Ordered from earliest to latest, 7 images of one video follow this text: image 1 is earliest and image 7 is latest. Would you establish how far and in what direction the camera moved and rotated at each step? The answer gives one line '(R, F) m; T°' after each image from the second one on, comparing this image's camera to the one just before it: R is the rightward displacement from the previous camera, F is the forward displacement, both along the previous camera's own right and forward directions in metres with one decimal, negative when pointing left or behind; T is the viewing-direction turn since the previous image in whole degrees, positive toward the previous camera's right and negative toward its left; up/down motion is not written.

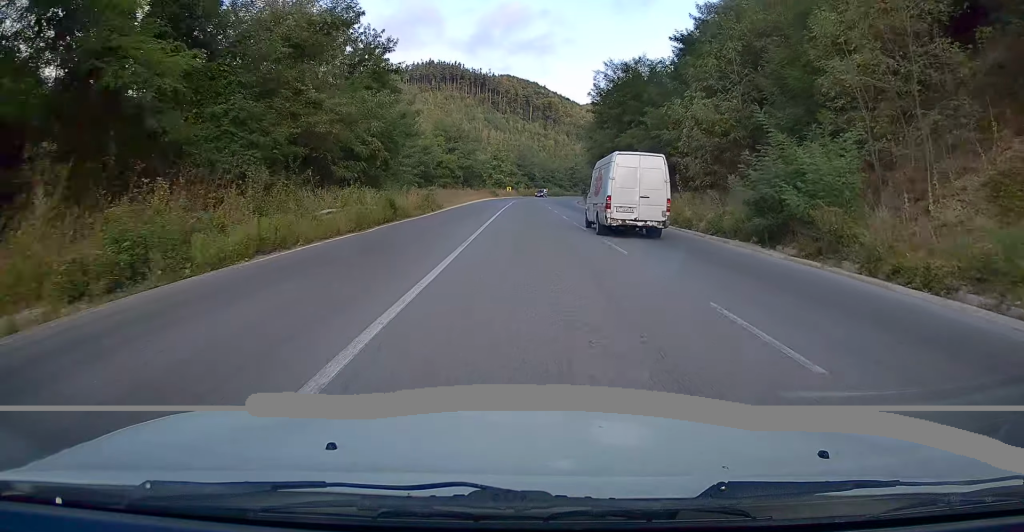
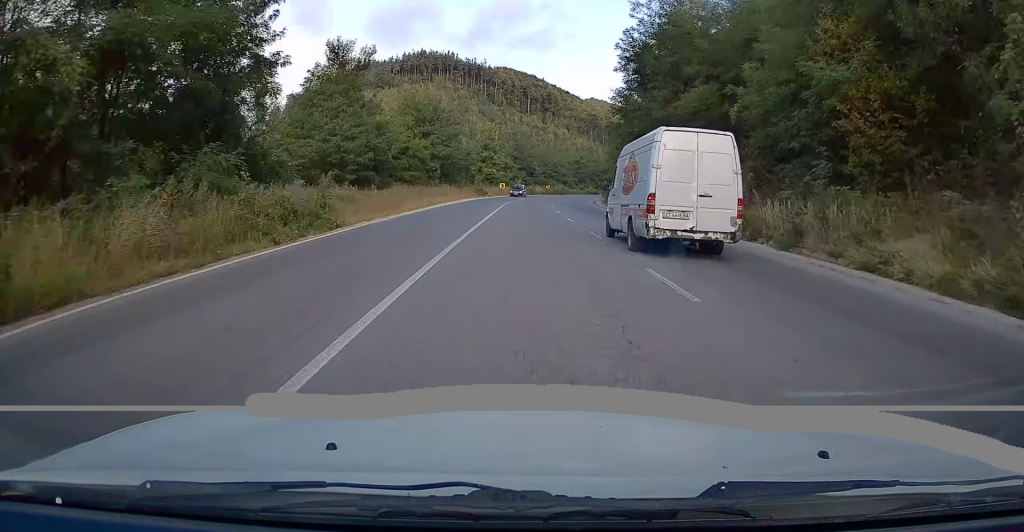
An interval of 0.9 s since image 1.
(+0.1, +24.0) m; 0°
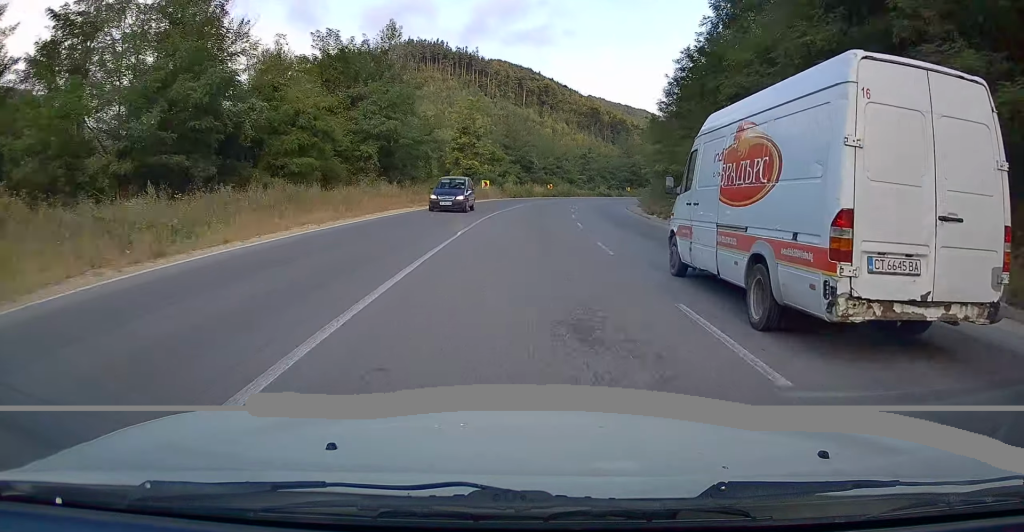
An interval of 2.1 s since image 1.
(-0.3, +31.0) m; 0°
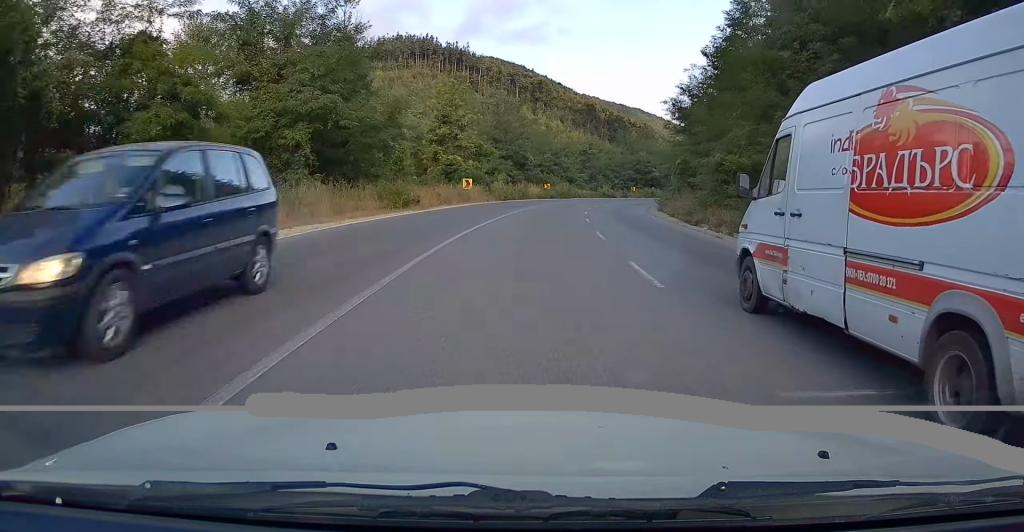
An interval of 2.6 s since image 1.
(+0.1, +13.7) m; +1°
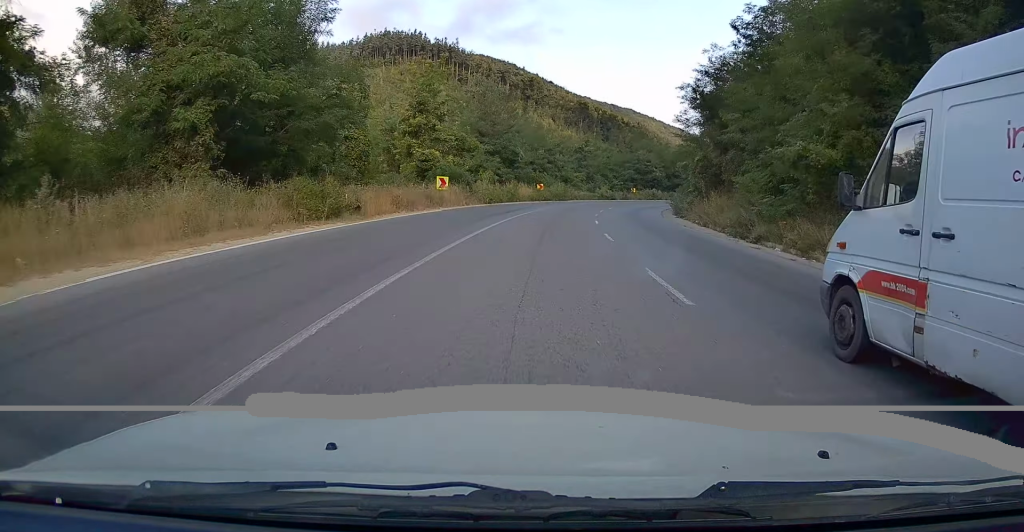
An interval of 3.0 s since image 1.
(0.0, +10.2) m; +1°
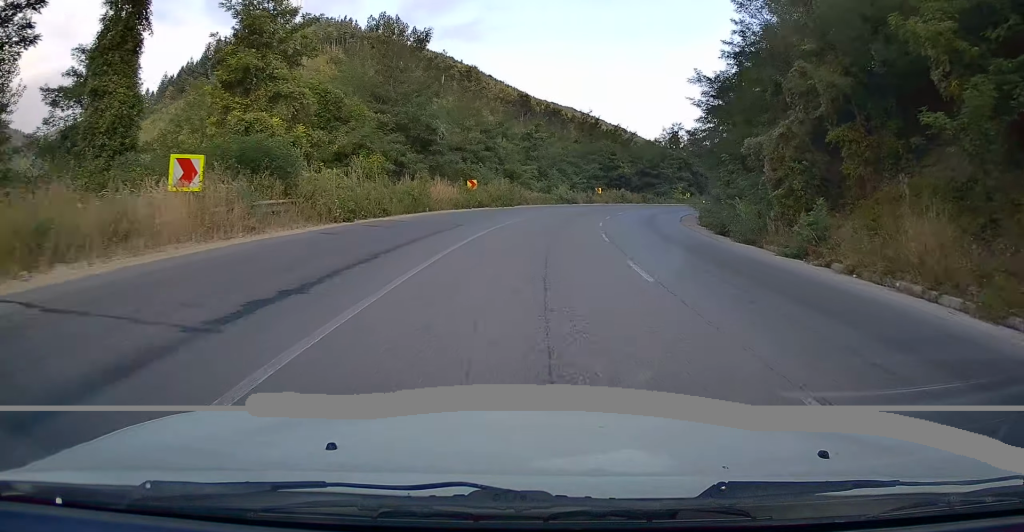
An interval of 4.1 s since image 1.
(+0.5, +25.6) m; +3°
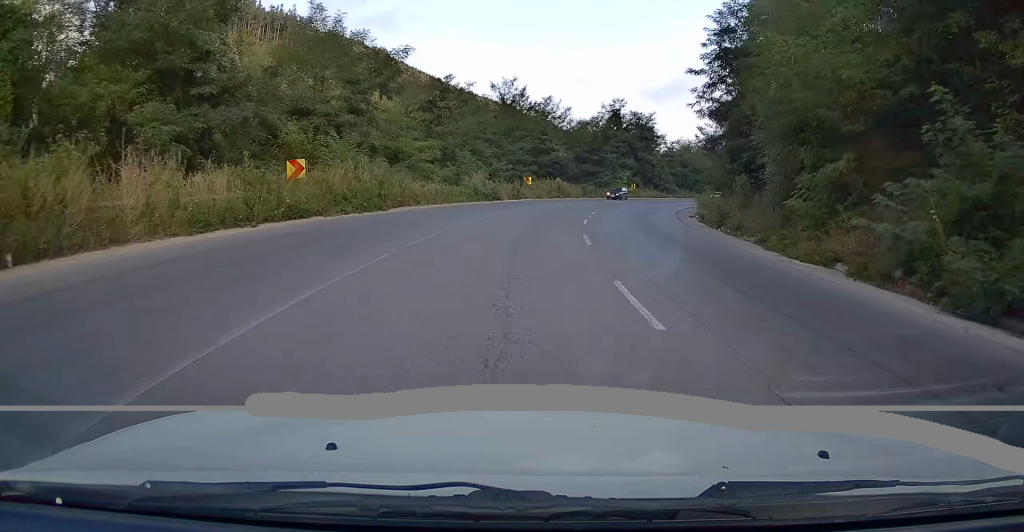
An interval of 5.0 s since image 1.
(+0.7, +21.7) m; +6°
